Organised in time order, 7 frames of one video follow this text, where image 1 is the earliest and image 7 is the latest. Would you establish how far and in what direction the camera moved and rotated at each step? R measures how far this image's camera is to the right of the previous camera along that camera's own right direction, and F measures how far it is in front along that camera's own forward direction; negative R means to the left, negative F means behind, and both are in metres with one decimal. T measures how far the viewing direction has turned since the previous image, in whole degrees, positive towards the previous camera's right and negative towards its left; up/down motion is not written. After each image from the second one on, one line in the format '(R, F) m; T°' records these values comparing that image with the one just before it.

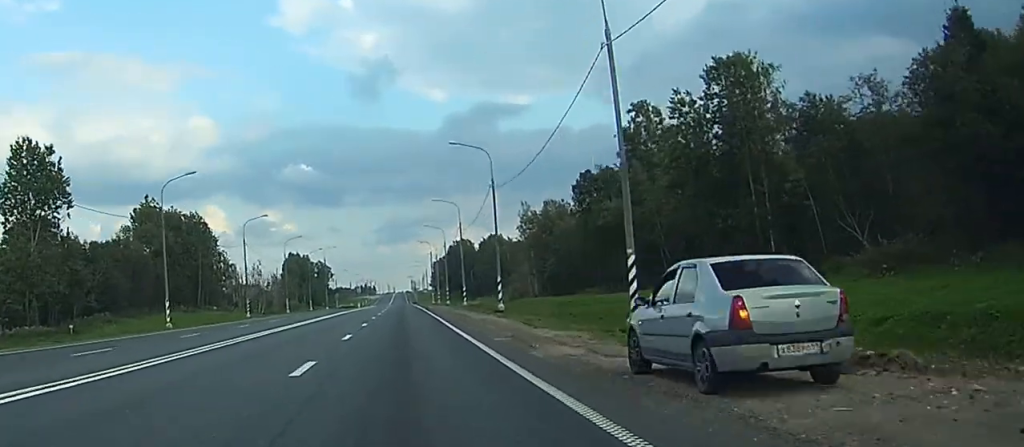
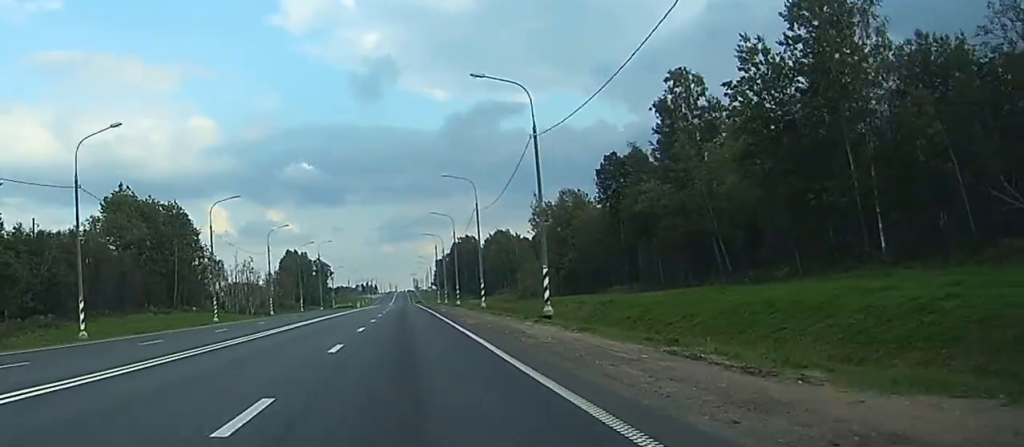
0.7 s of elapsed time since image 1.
(0.0, +18.3) m; 0°
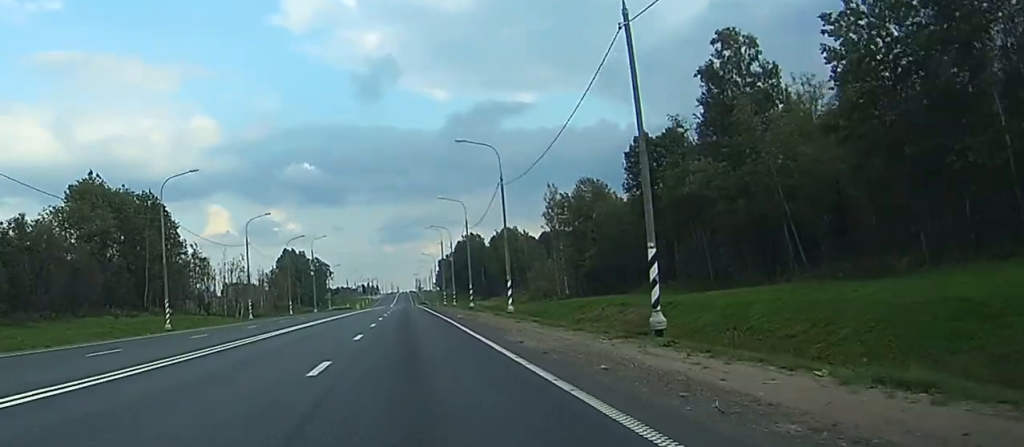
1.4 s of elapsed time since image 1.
(0.0, +17.4) m; 0°
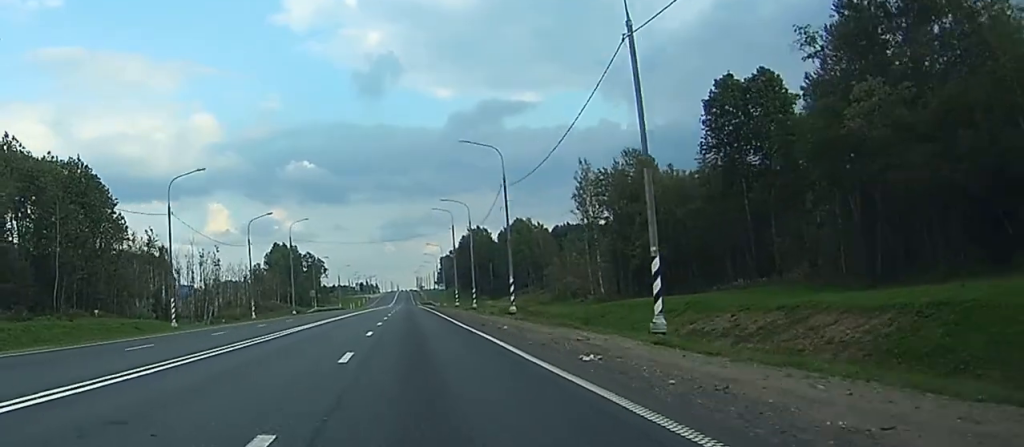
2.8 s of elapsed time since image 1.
(-0.1, +33.1) m; -1°
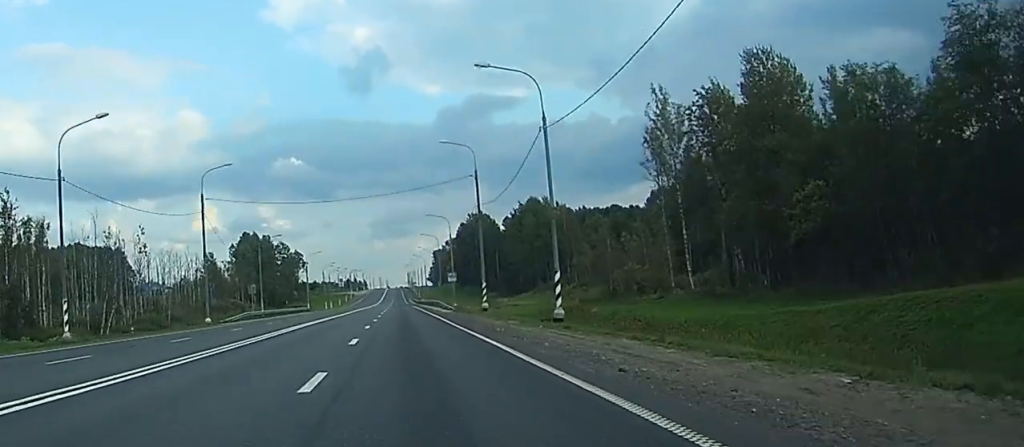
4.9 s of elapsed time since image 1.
(+0.1, +52.9) m; +1°
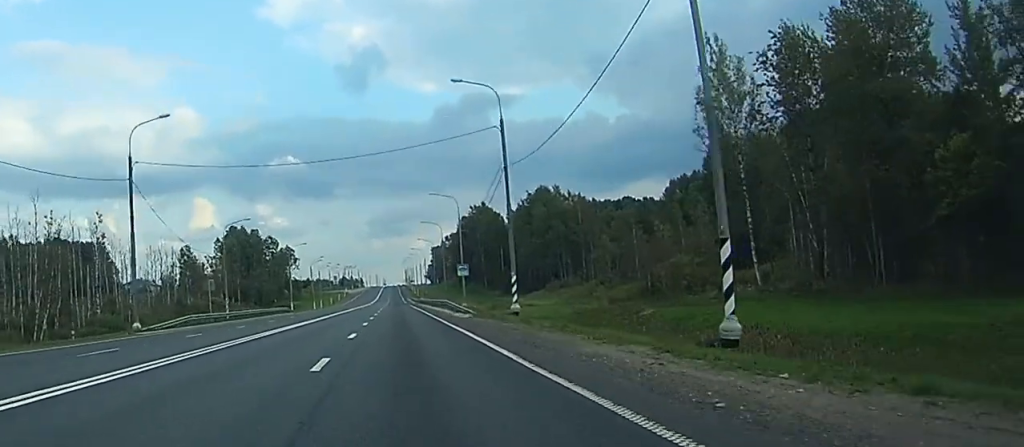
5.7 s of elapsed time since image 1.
(0.0, +20.8) m; 0°
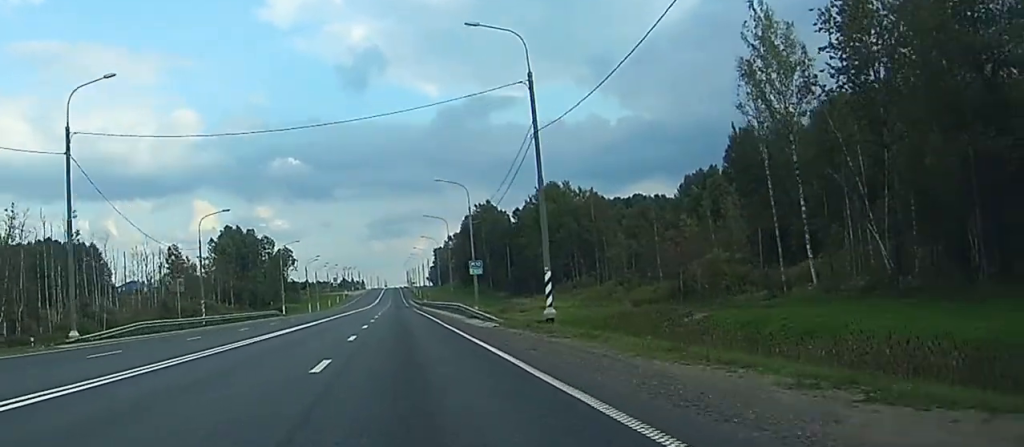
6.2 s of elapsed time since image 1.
(0.0, +11.7) m; +1°
